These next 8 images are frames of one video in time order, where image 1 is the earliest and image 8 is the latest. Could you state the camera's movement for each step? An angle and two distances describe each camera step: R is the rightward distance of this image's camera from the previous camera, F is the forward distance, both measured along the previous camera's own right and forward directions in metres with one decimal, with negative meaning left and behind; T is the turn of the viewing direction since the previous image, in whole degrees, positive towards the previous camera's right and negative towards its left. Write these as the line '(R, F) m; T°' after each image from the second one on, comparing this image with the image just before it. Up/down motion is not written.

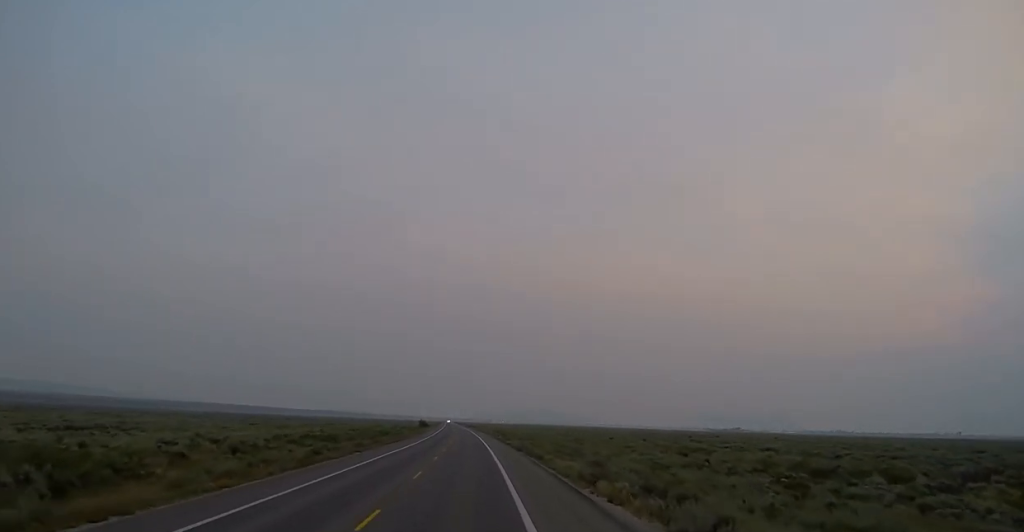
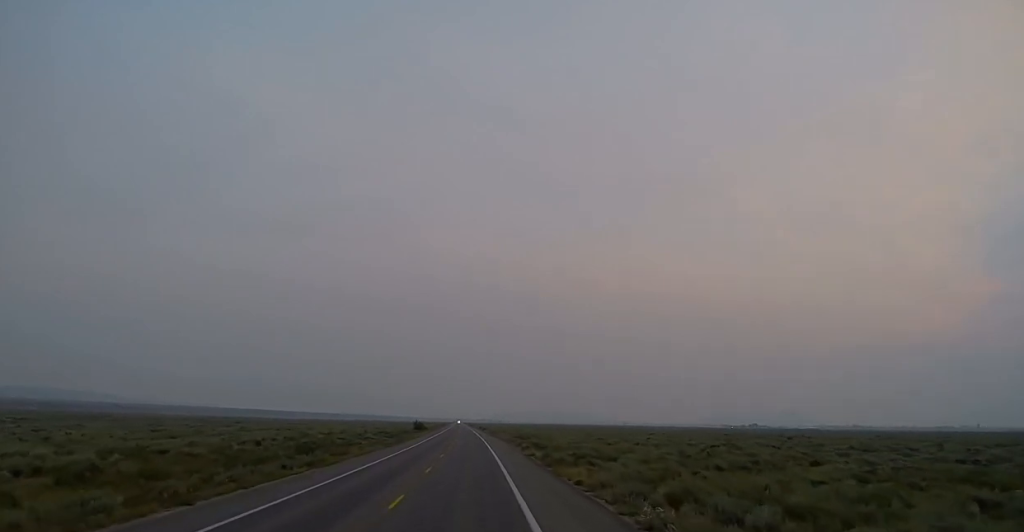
(+0.1, +45.9) m; -1°
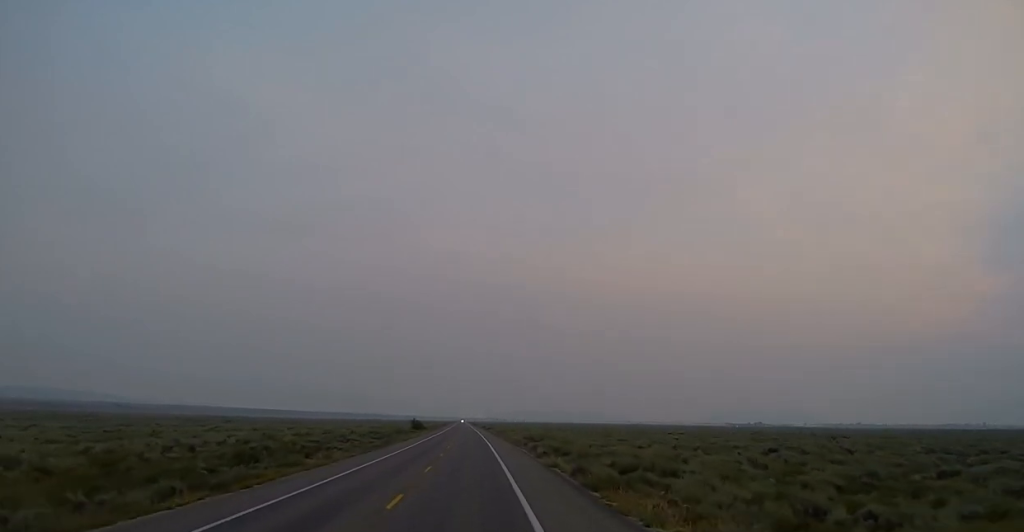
(+0.2, +12.4) m; -1°
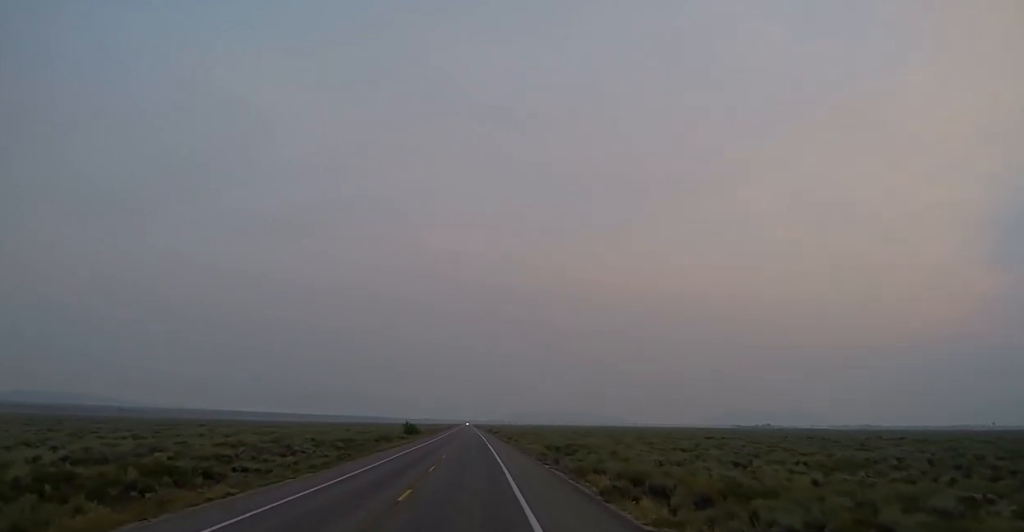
(-0.5, +21.5) m; 0°
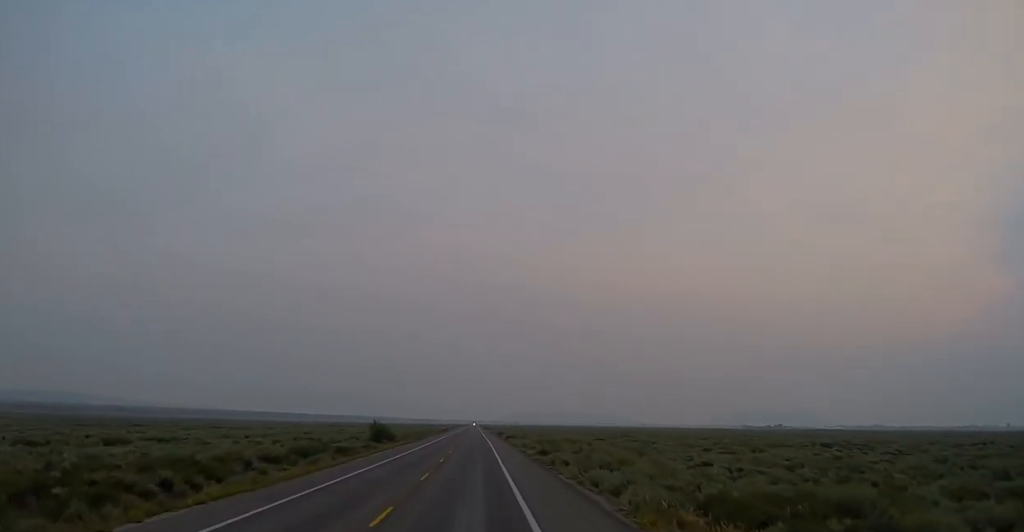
(+0.1, +40.6) m; -1°
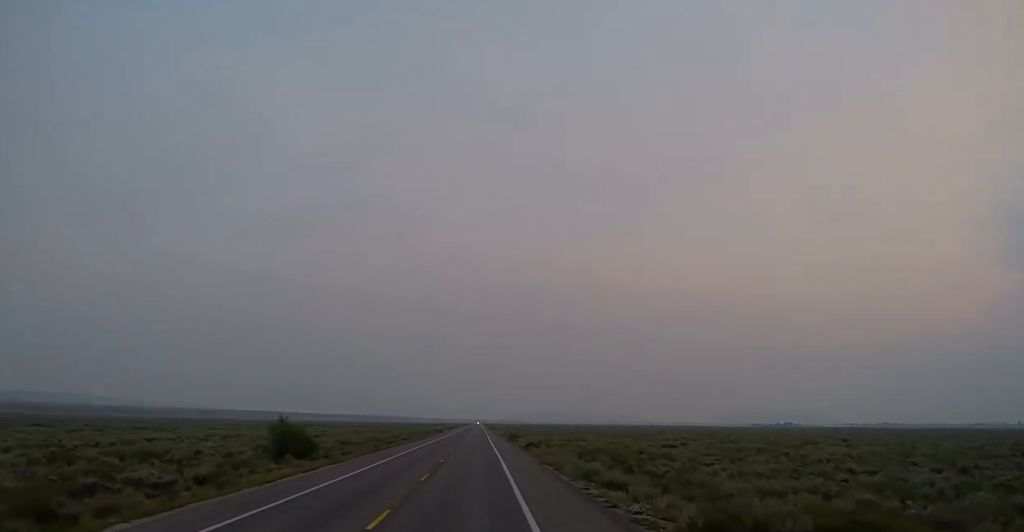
(-0.3, +38.0) m; 0°
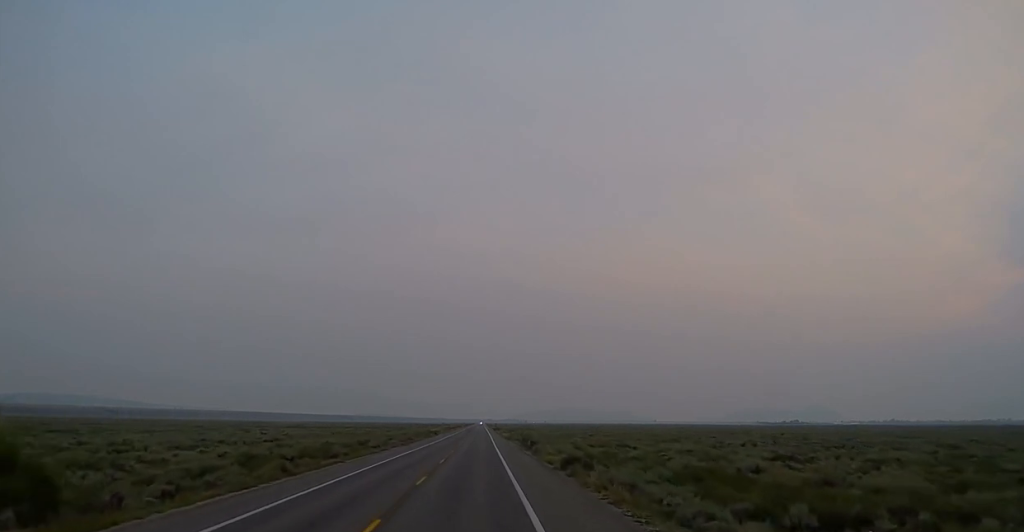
(+0.2, +25.5) m; 0°
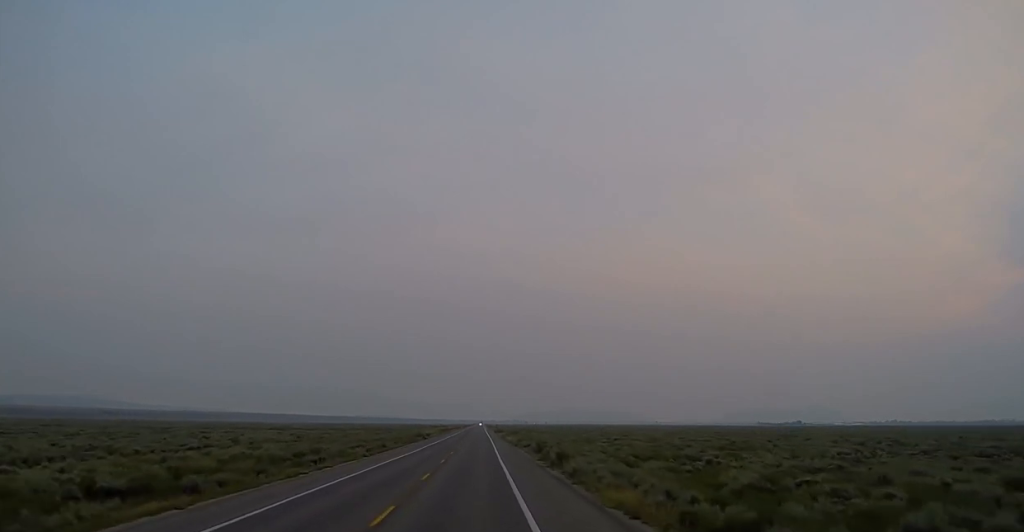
(-0.3, +20.4) m; -1°
